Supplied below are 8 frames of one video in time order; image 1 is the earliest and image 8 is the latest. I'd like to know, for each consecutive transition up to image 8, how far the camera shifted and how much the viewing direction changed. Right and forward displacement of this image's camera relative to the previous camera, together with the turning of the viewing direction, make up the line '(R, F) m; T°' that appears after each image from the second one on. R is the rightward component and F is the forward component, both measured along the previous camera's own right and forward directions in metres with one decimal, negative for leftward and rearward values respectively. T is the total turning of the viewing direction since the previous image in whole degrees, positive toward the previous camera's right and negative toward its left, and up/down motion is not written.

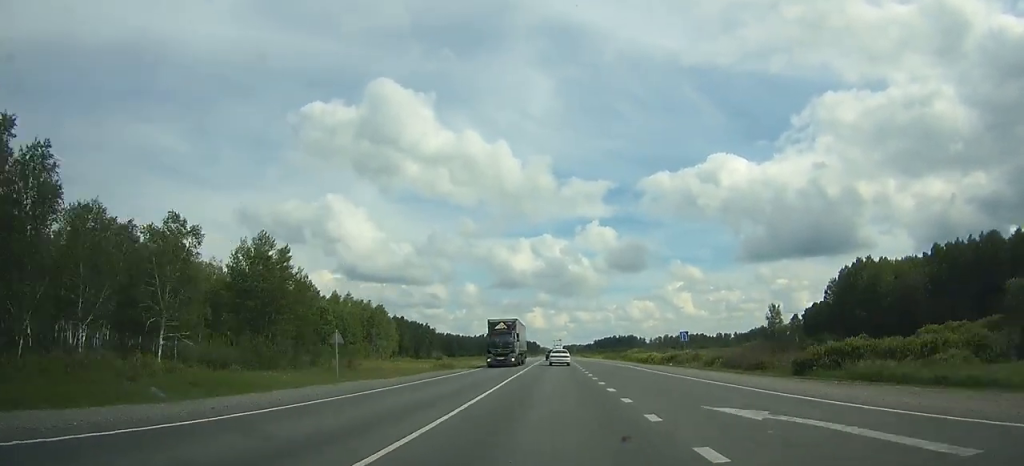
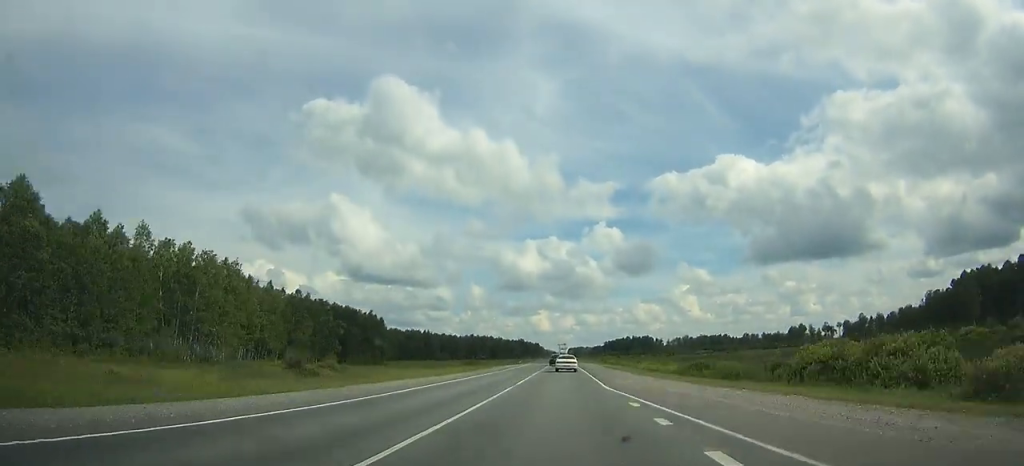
(-0.1, +100.8) m; 0°
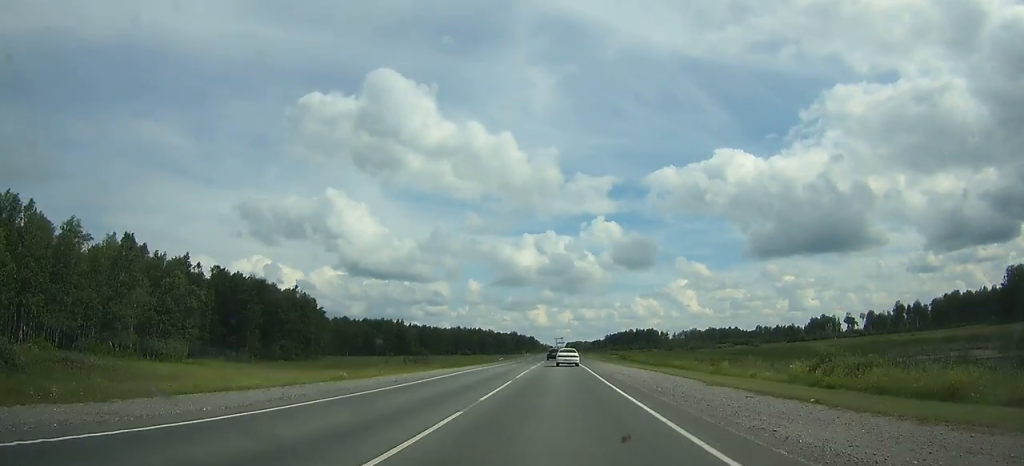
(+0.1, +61.4) m; 0°
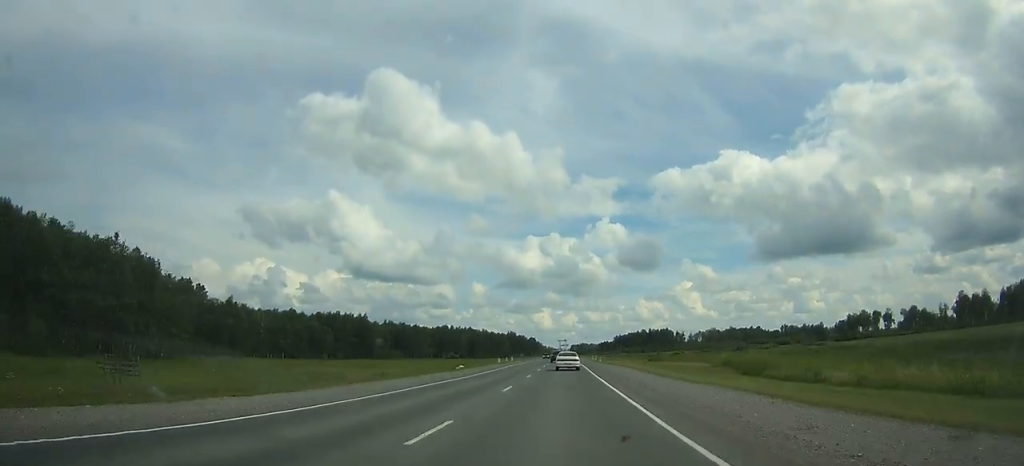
(-0.2, +70.5) m; 0°
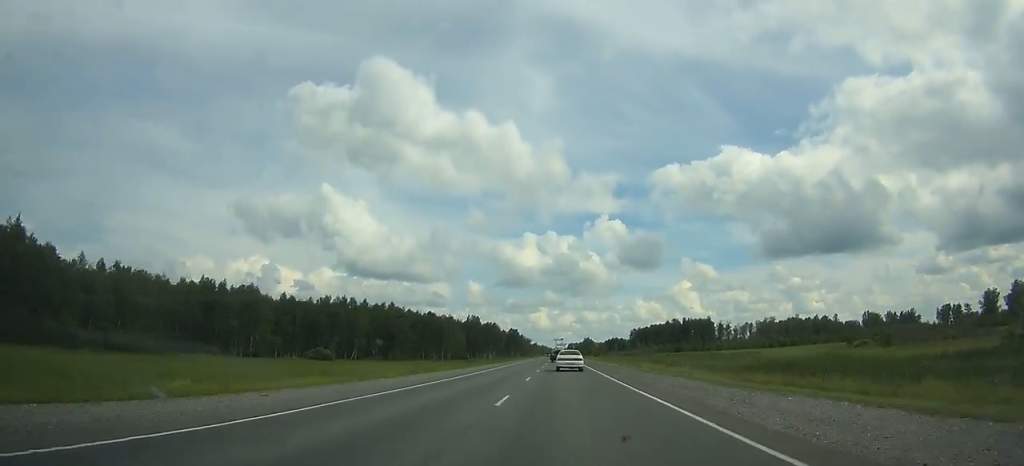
(+0.1, +183.5) m; 0°
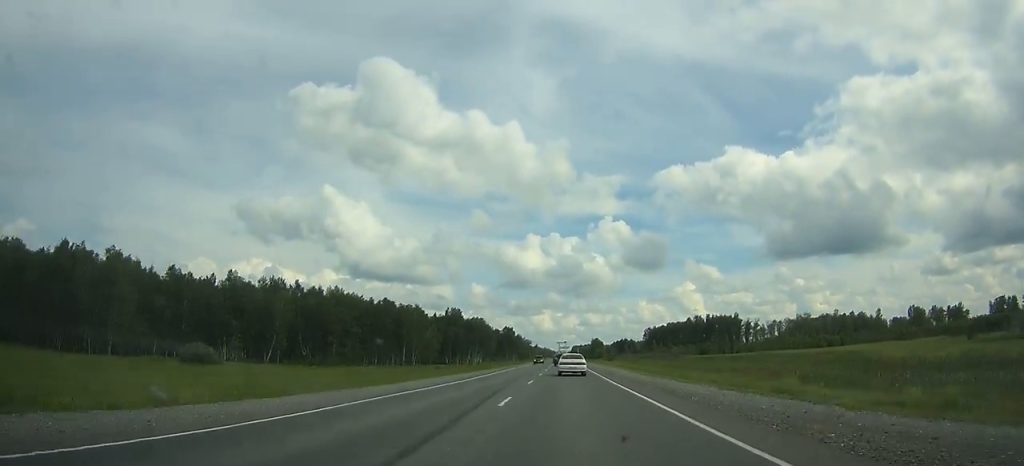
(0.0, +61.1) m; 0°
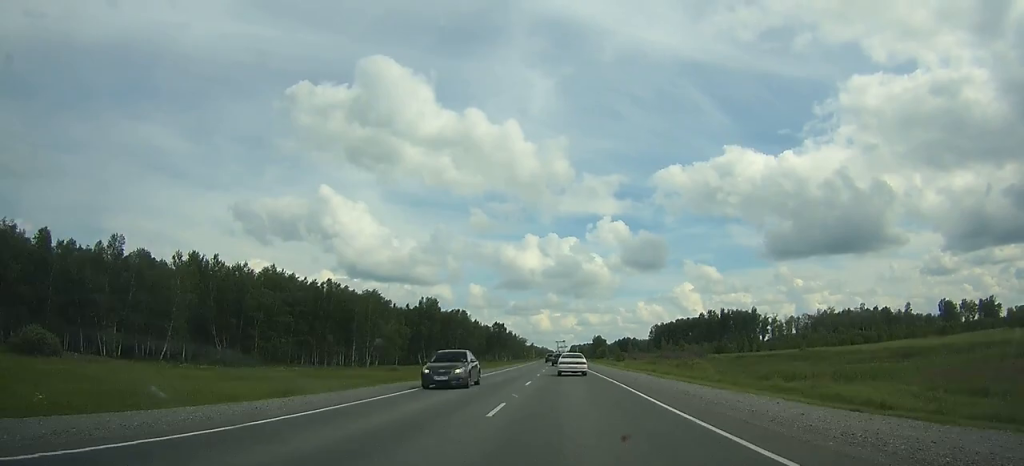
(0.0, +40.8) m; 0°
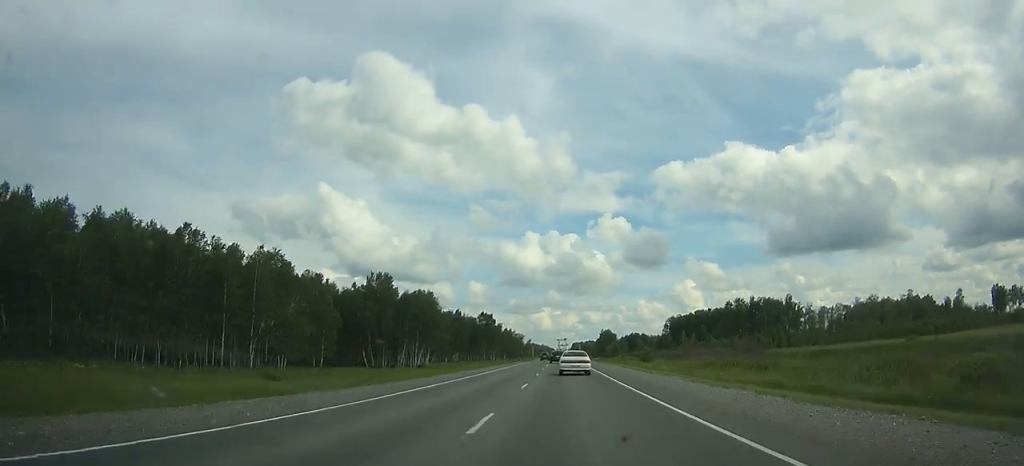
(0.0, +50.5) m; 0°
